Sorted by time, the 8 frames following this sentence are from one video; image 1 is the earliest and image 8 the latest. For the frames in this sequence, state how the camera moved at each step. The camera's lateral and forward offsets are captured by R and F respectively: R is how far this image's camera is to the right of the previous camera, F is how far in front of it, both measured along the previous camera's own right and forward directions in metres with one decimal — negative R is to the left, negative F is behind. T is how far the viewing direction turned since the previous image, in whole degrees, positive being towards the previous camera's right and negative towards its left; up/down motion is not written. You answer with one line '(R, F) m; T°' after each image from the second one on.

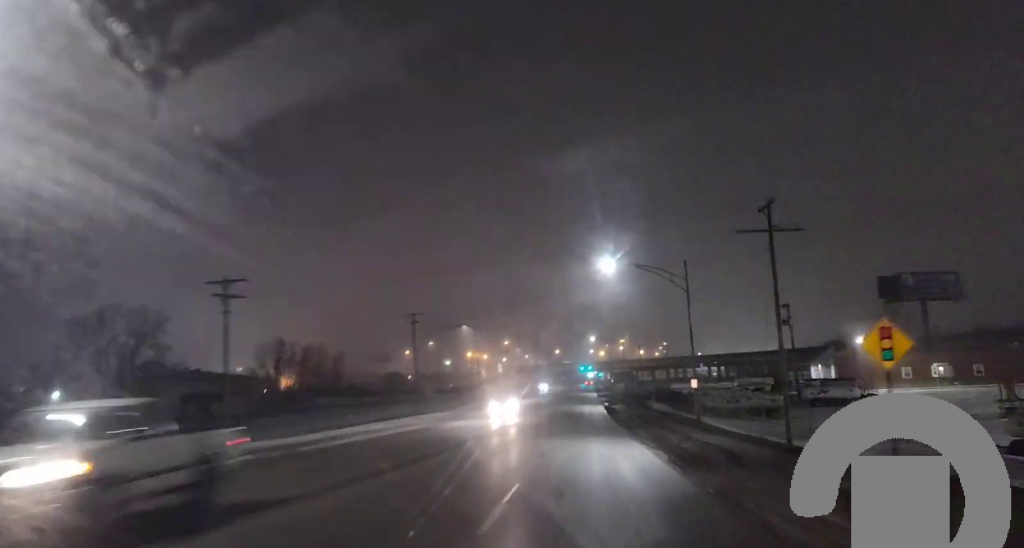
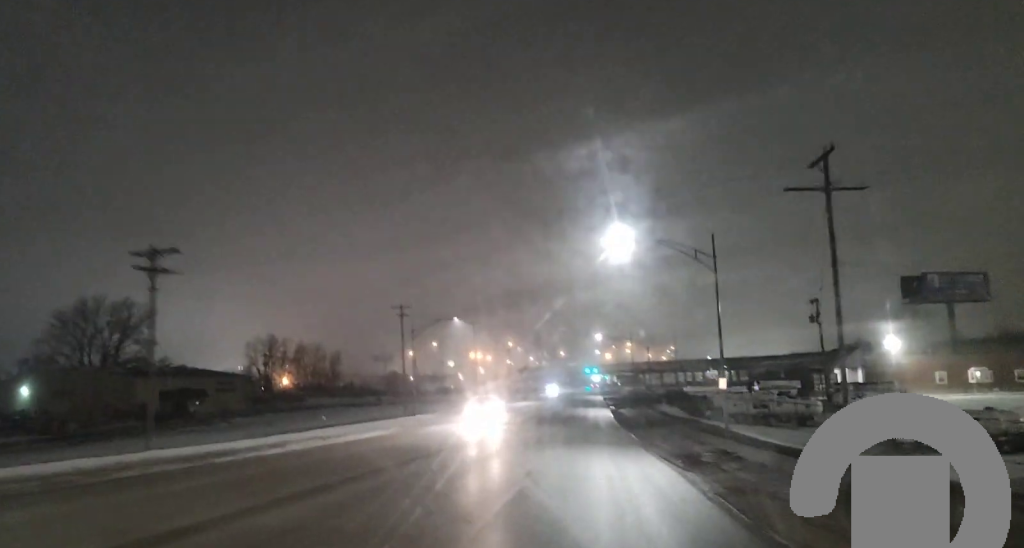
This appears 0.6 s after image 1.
(+0.1, +8.9) m; 0°
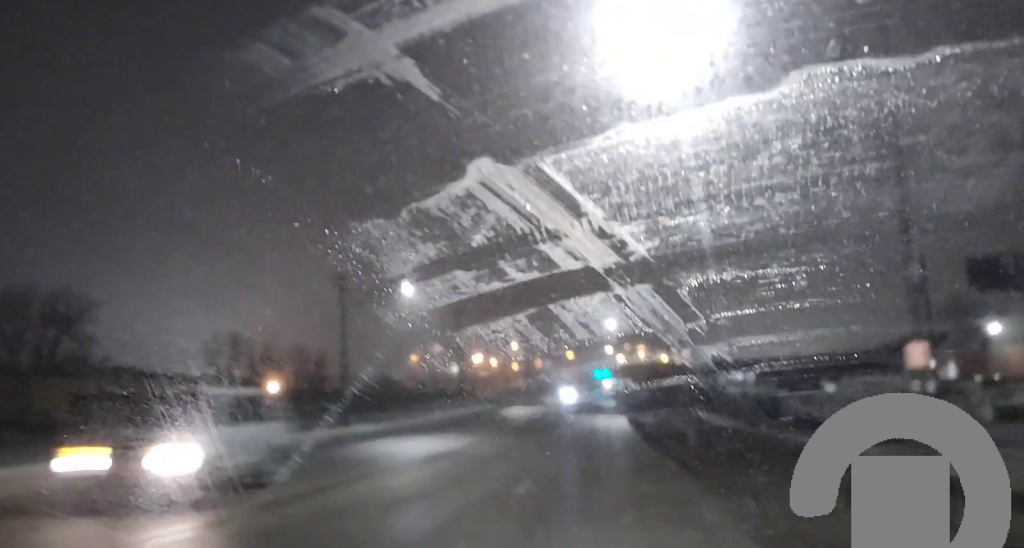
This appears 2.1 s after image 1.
(+0.1, +23.0) m; 0°
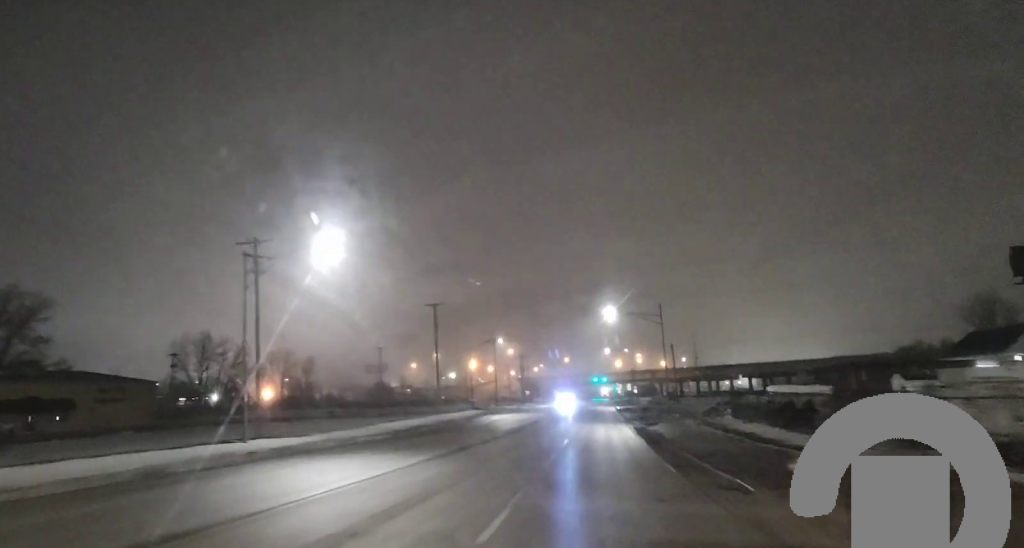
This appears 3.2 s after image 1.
(0.0, +17.9) m; -1°
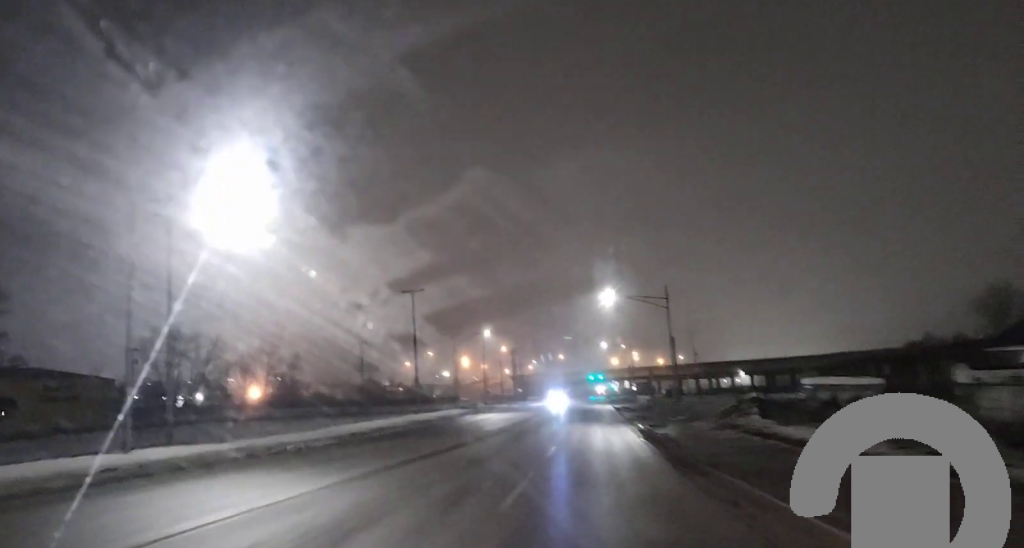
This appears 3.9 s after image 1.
(-0.1, +9.5) m; -1°
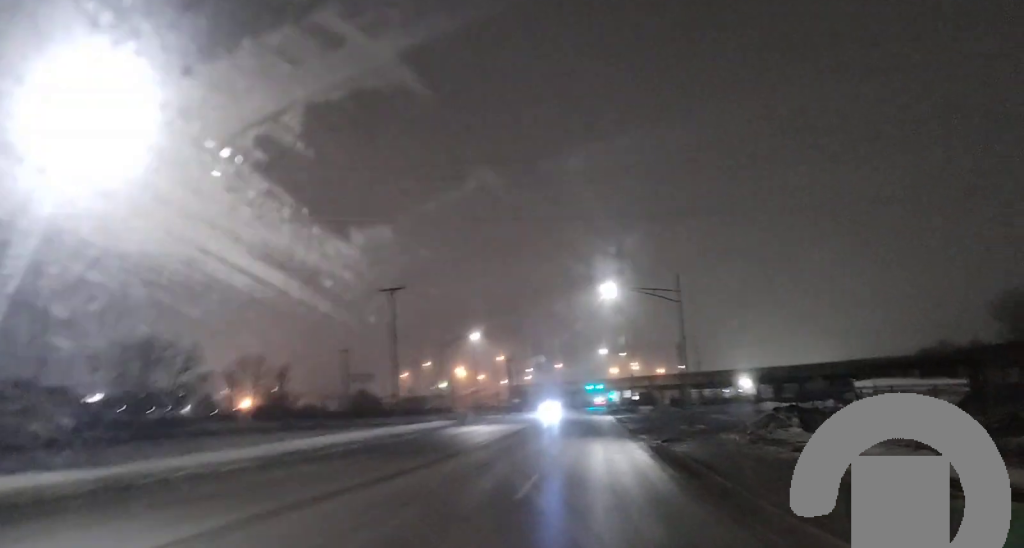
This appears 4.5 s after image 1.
(-0.1, +8.9) m; 0°
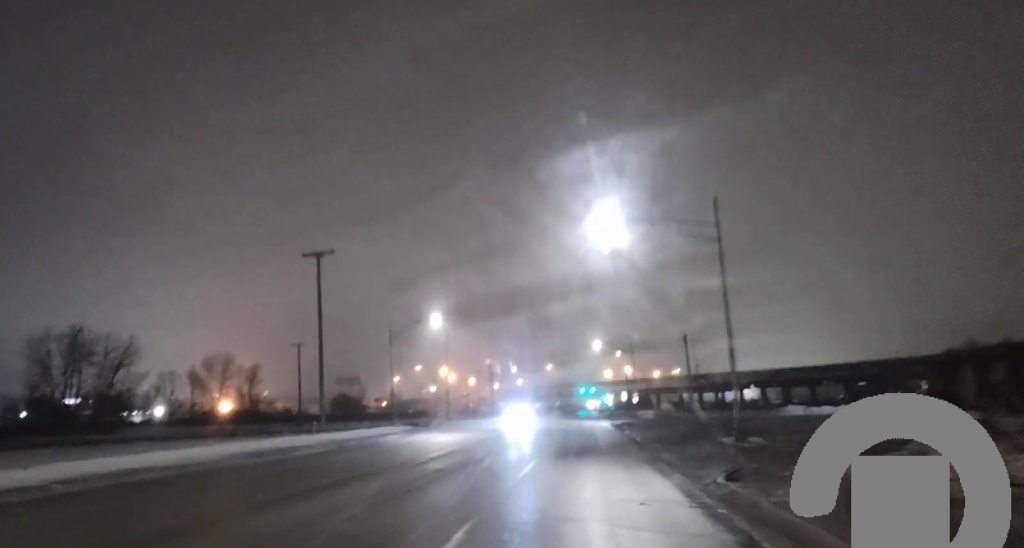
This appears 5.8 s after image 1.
(+0.2, +20.3) m; 0°
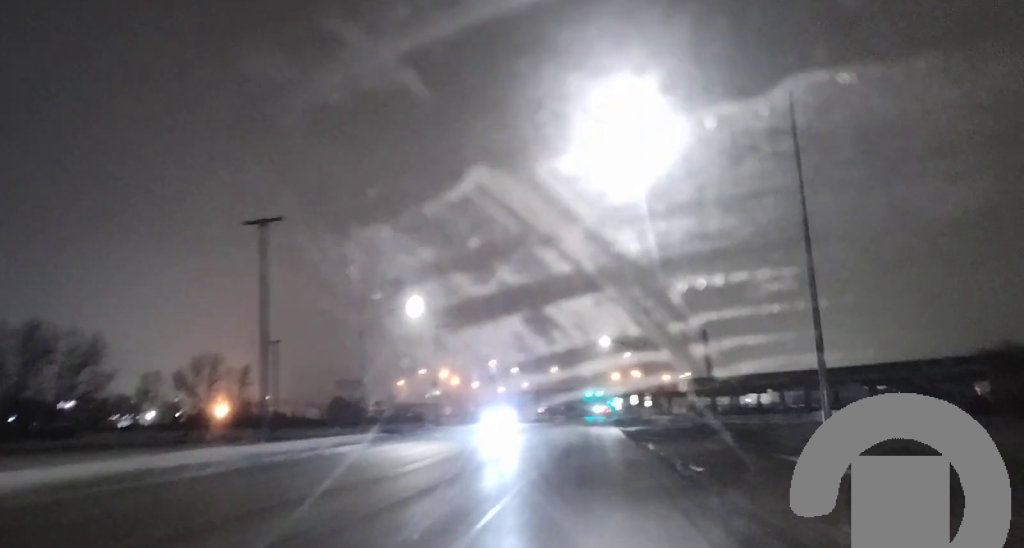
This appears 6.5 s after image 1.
(-0.2, +11.3) m; 0°
